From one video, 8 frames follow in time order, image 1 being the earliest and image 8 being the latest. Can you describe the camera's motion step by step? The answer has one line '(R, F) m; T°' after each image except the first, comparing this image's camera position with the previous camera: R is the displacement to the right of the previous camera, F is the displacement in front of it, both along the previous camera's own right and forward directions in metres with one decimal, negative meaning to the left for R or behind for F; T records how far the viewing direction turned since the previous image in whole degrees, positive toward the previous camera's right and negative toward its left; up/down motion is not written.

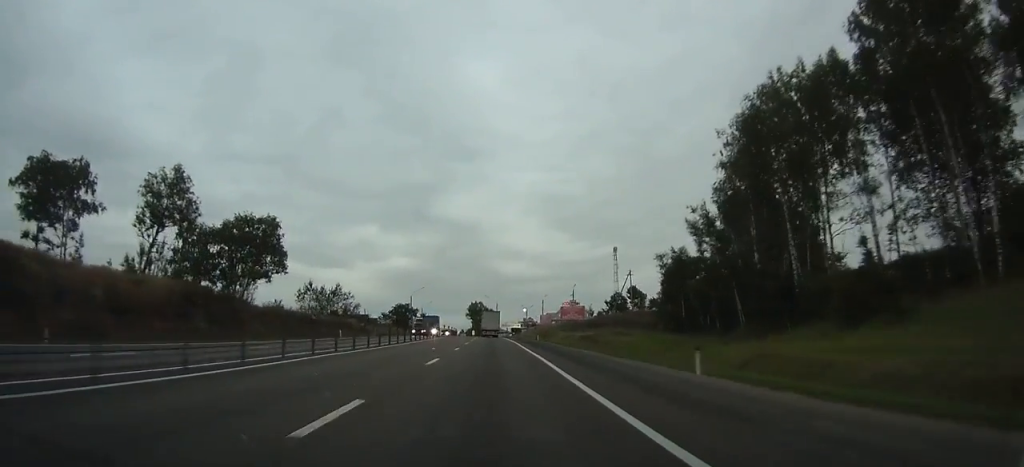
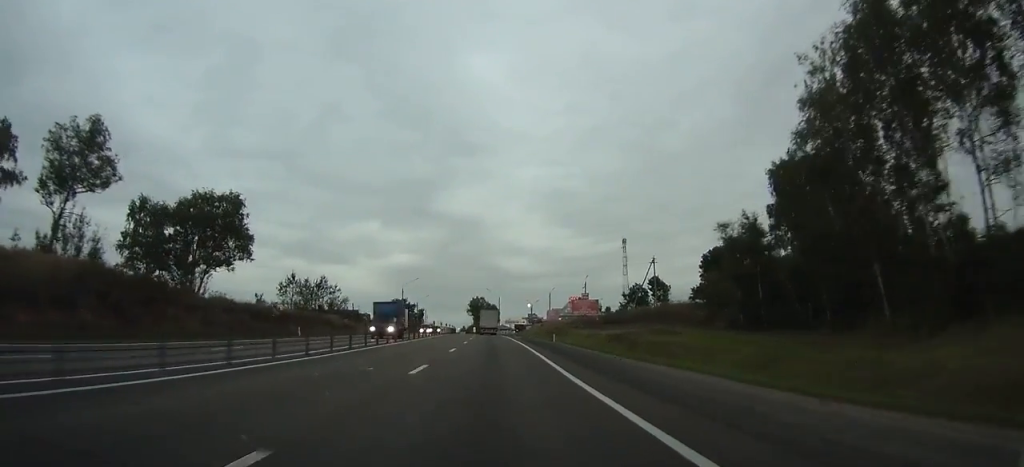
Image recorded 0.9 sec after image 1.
(0.0, +16.0) m; 0°
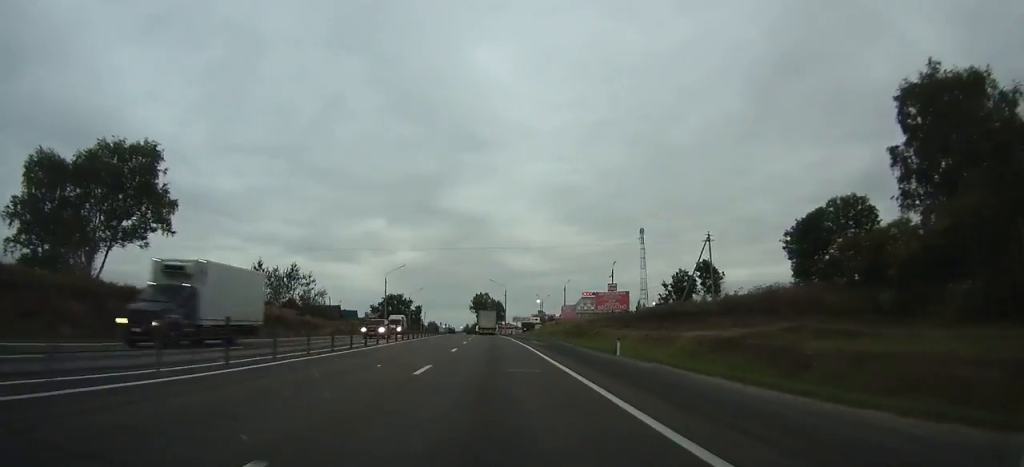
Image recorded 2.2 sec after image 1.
(0.0, +24.5) m; 0°
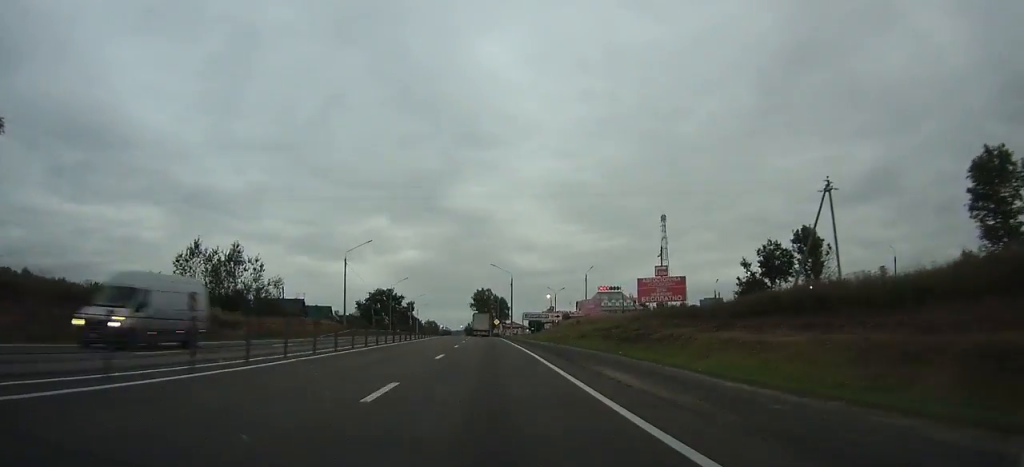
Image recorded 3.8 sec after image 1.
(-0.1, +29.2) m; 0°
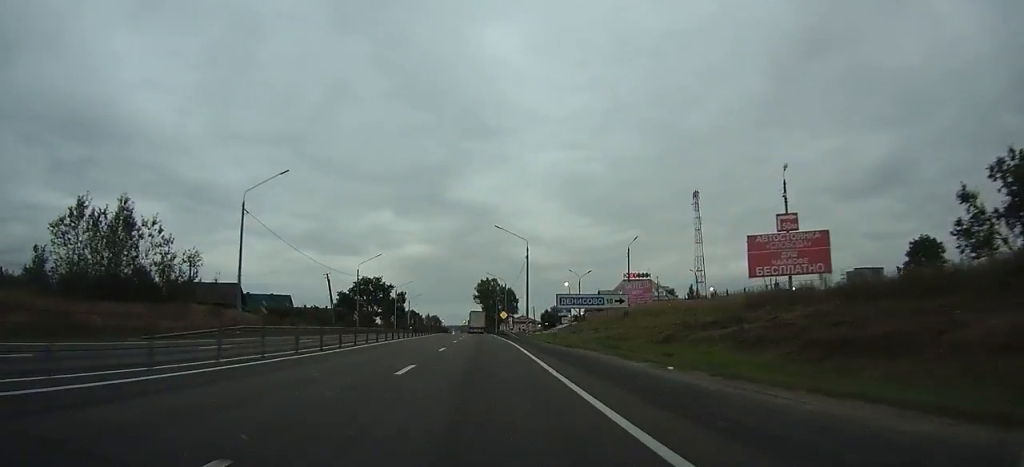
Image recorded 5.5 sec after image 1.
(-0.1, +31.5) m; 0°
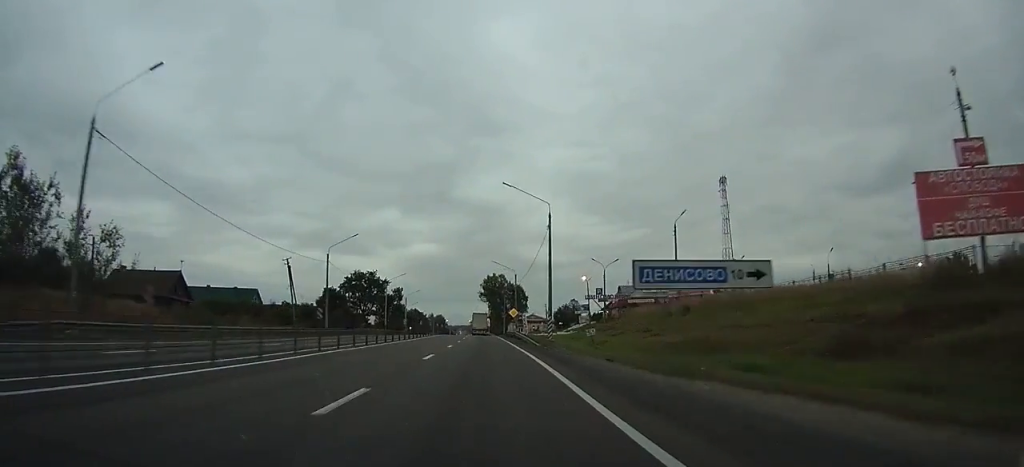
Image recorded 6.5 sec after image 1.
(0.0, +18.2) m; 0°
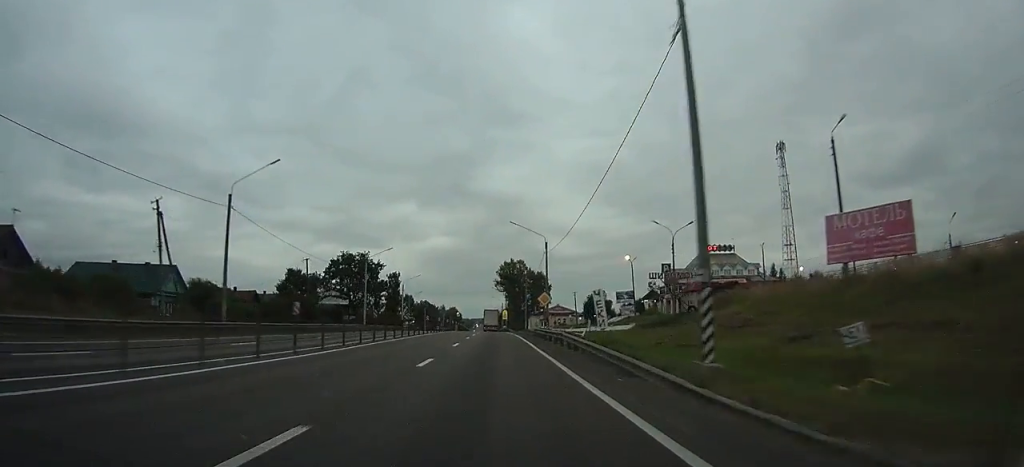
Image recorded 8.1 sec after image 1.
(-0.1, +27.9) m; -1°
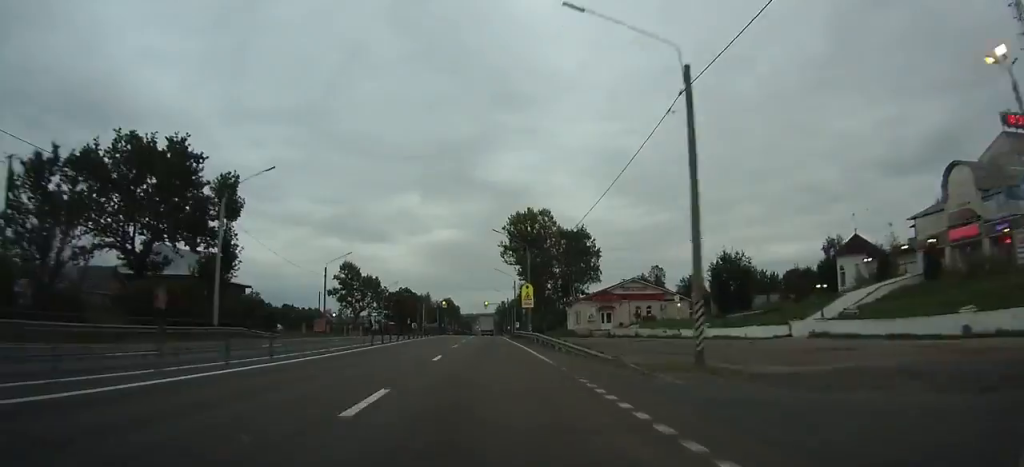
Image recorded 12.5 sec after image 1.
(-2.4, +79.9) m; -3°
